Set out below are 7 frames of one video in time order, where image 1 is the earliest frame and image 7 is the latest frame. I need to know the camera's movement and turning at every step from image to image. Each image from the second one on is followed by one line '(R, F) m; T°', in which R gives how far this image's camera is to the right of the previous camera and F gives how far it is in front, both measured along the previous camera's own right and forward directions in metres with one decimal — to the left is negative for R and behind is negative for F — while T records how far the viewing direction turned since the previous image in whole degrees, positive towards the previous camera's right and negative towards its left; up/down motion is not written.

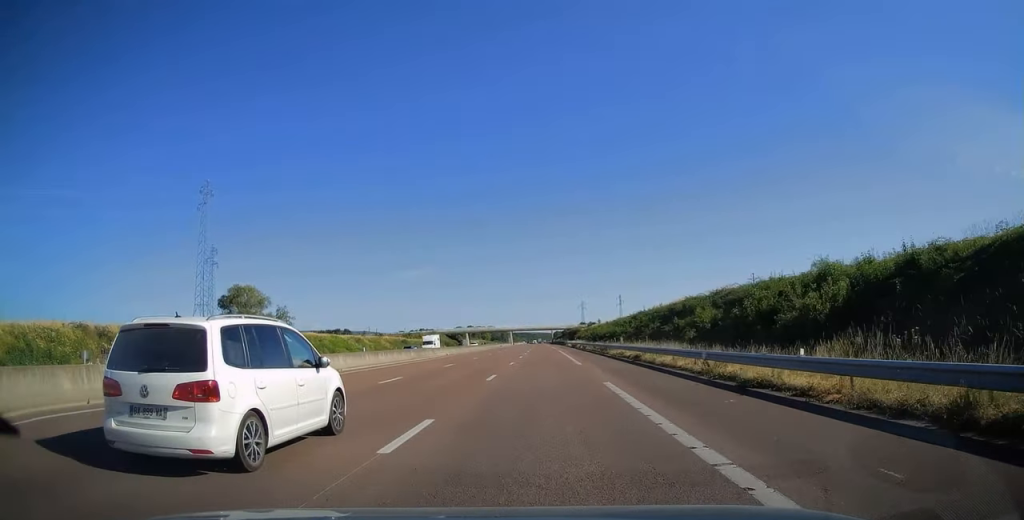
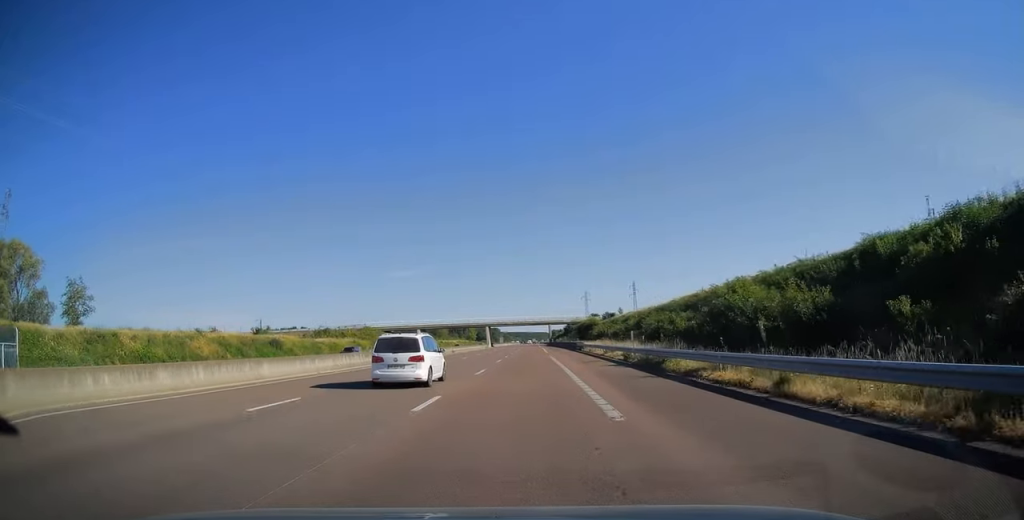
(-0.1, +73.1) m; 0°
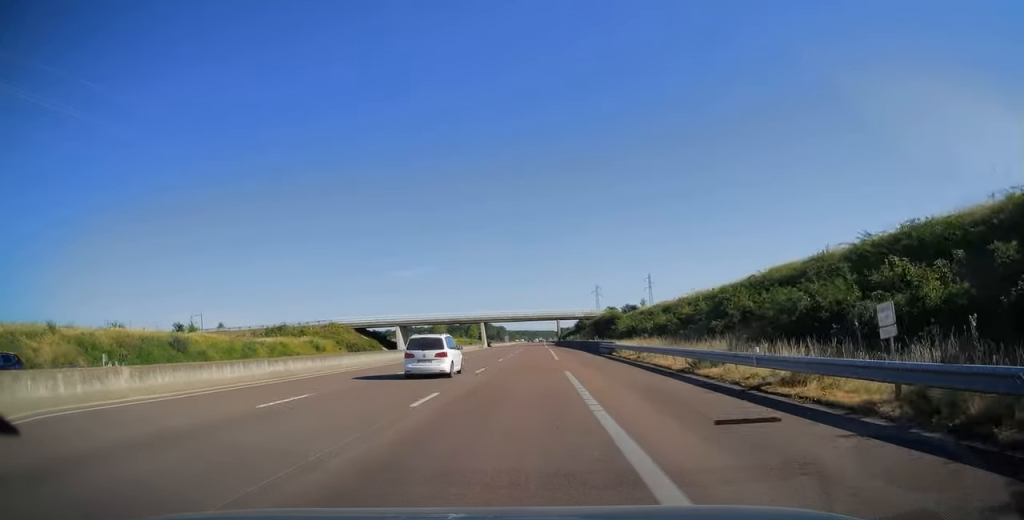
(-0.1, +25.2) m; 0°
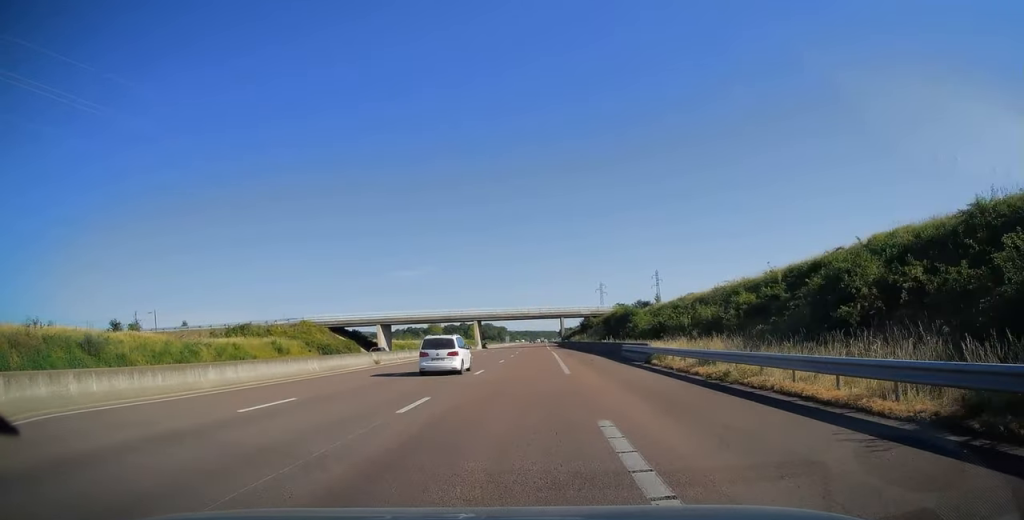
(0.0, +13.8) m; 0°
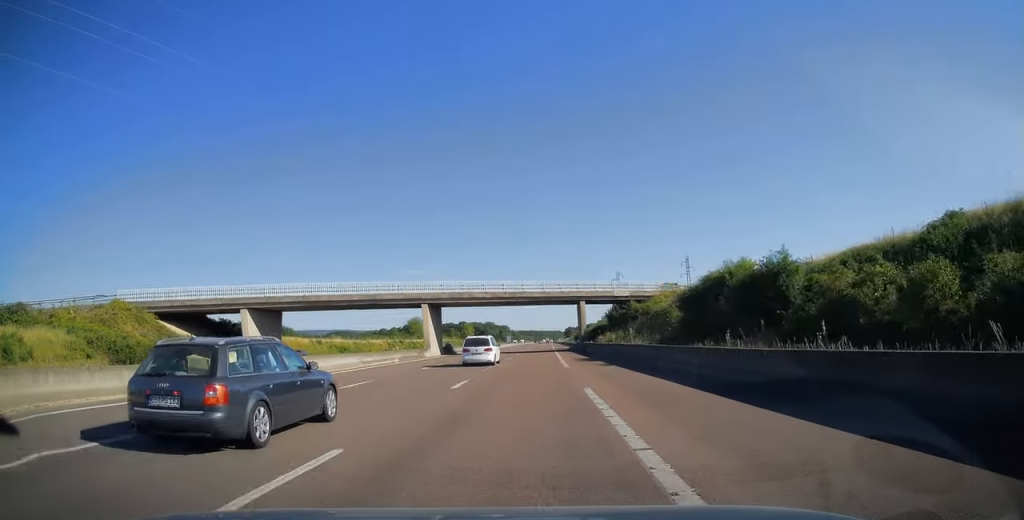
(-0.2, +45.9) m; -1°
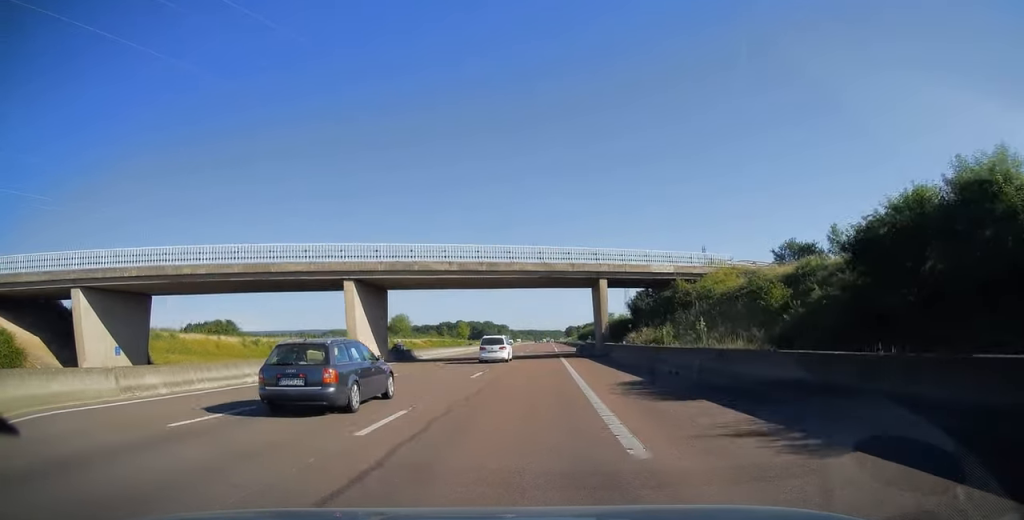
(0.0, +21.7) m; 0°
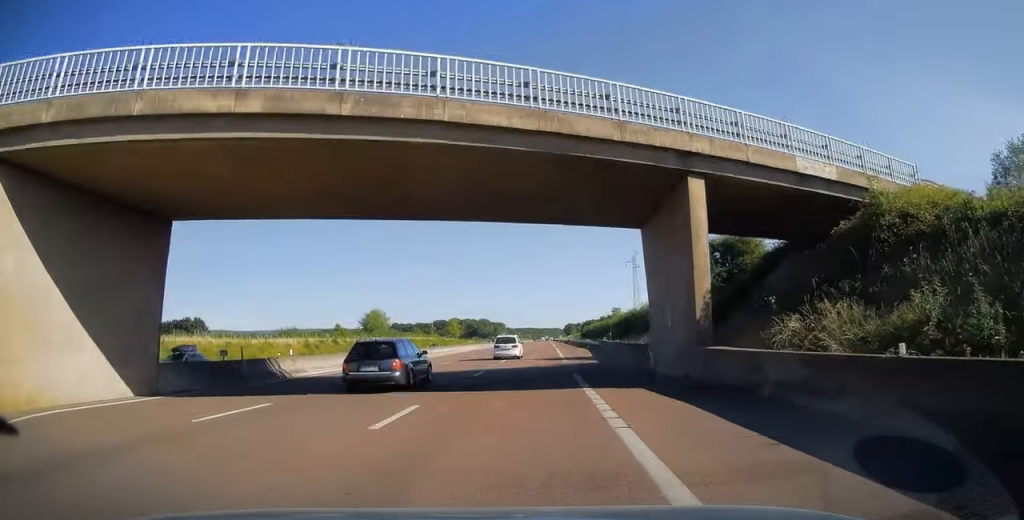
(0.0, +25.2) m; 0°
